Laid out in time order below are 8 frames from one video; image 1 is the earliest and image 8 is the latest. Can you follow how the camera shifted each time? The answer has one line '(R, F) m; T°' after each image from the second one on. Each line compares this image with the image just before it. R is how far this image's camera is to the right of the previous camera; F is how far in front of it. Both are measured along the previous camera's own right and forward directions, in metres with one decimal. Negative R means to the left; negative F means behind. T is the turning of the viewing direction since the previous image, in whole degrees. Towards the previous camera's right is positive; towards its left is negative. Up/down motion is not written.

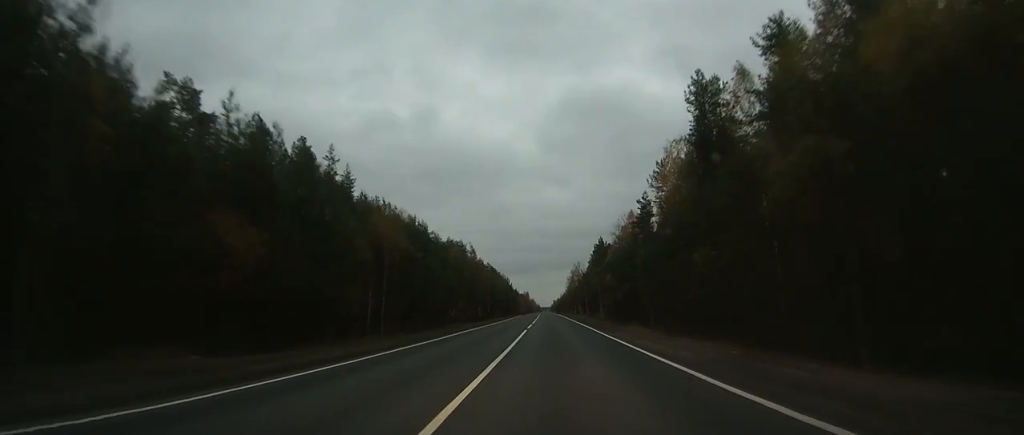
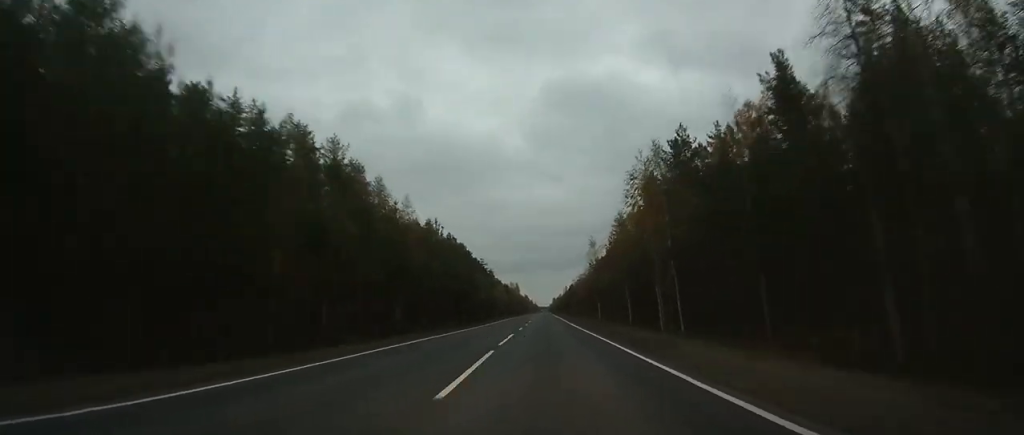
(0.0, +101.7) m; 0°
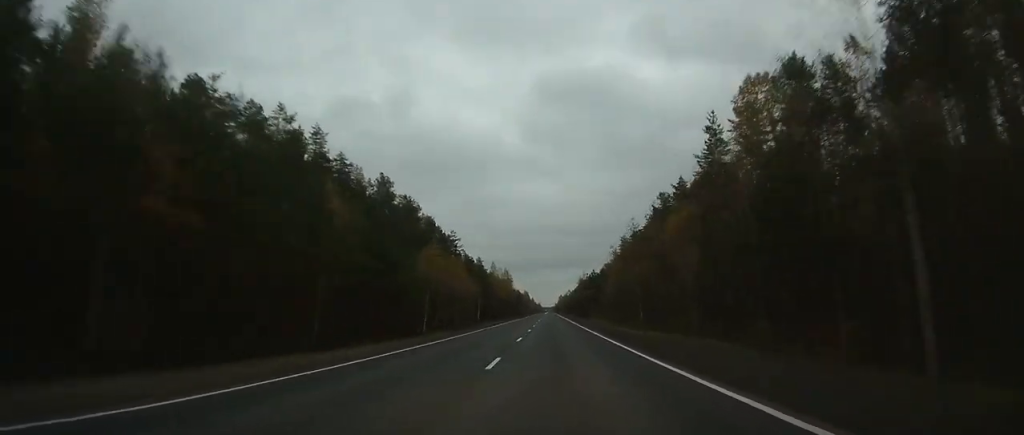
(0.0, +75.1) m; 0°
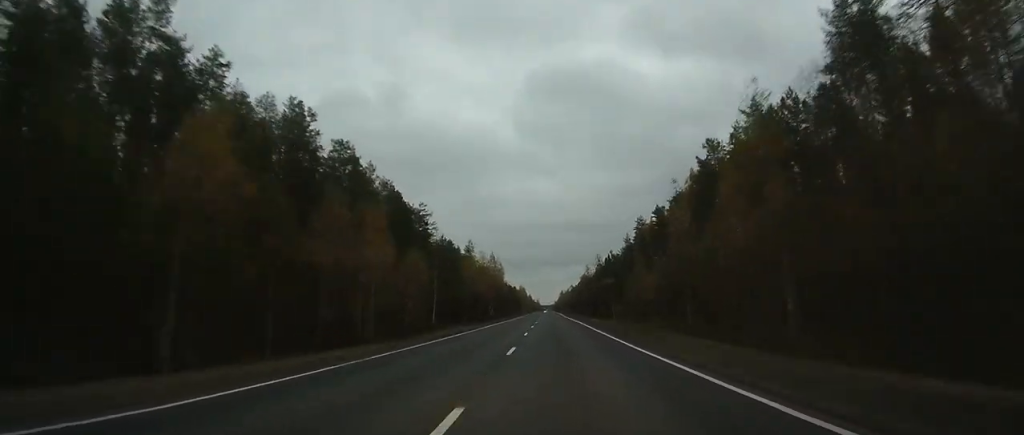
(0.0, +32.5) m; 0°
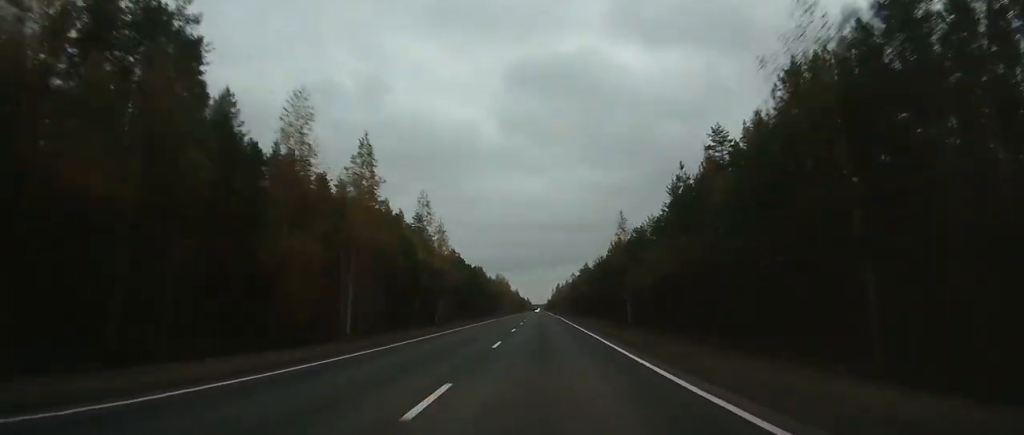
(-0.1, +68.4) m; 0°
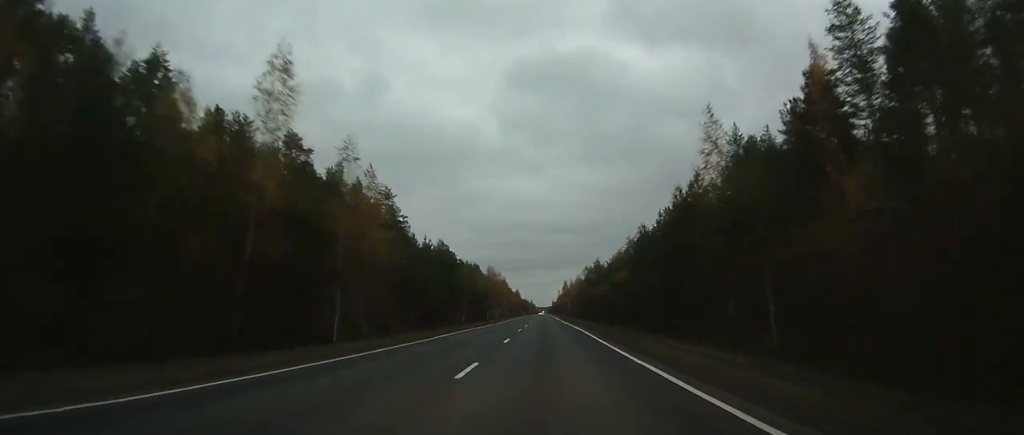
(-0.2, +31.2) m; 0°
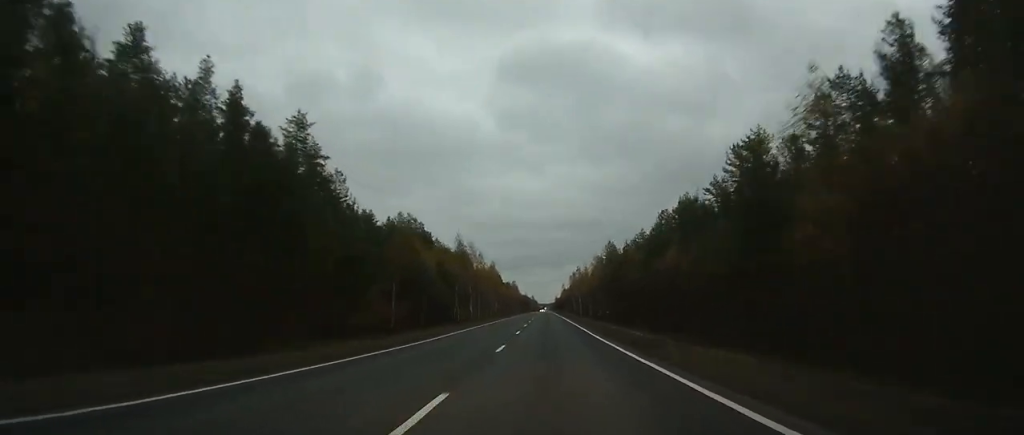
(-0.1, +41.9) m; 0°
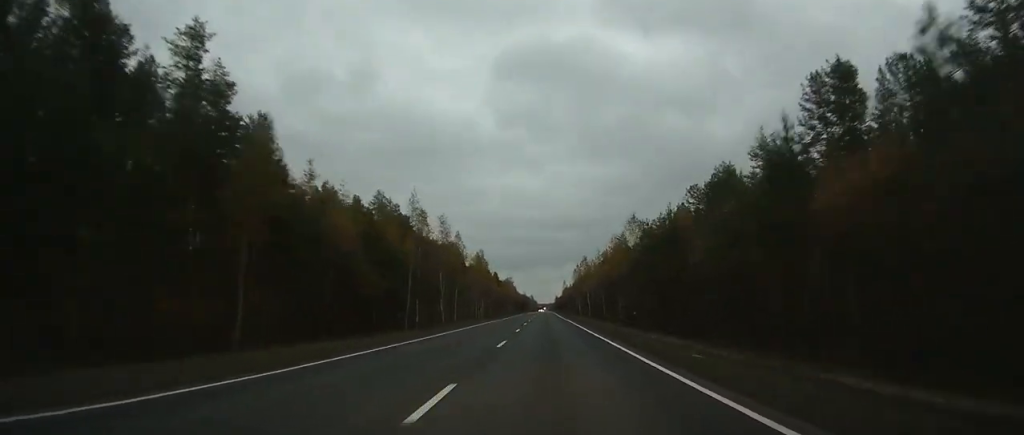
(0.0, +24.6) m; 0°
